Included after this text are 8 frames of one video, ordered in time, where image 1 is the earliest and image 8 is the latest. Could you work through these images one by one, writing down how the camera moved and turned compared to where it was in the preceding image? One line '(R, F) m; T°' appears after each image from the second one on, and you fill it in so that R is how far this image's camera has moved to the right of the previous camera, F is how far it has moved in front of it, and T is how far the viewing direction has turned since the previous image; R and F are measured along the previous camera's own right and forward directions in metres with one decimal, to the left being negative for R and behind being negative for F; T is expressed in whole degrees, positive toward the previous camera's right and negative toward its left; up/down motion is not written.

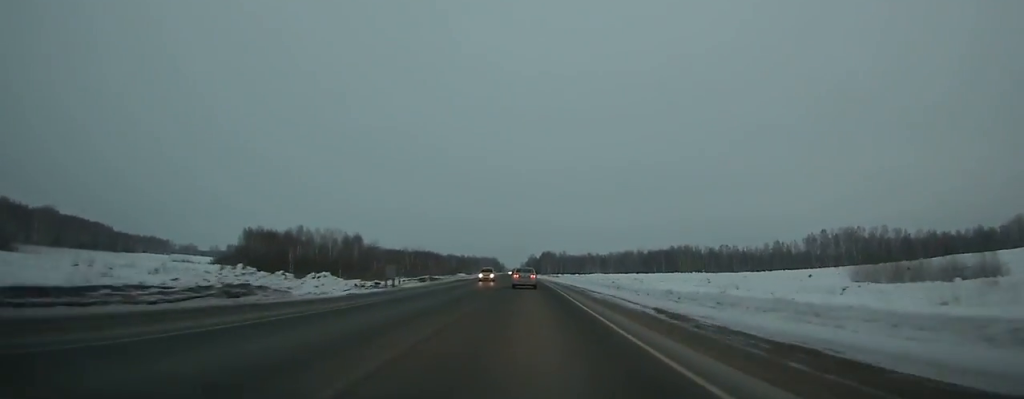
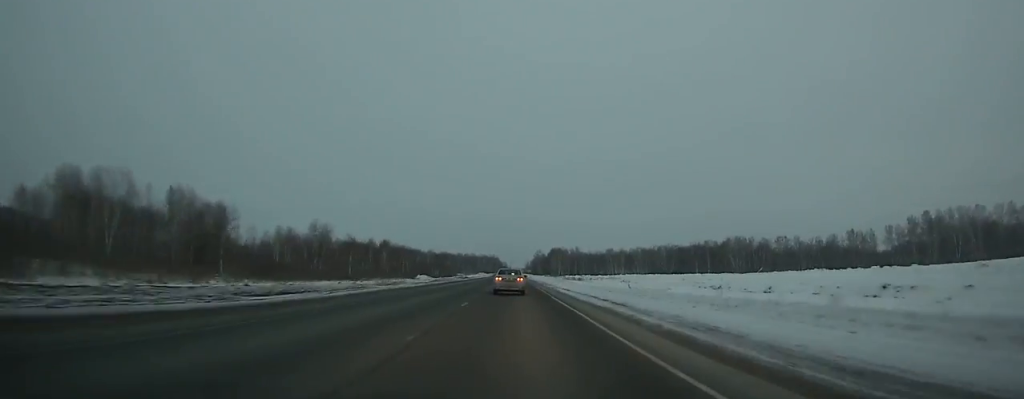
(-0.9, +88.0) m; -1°
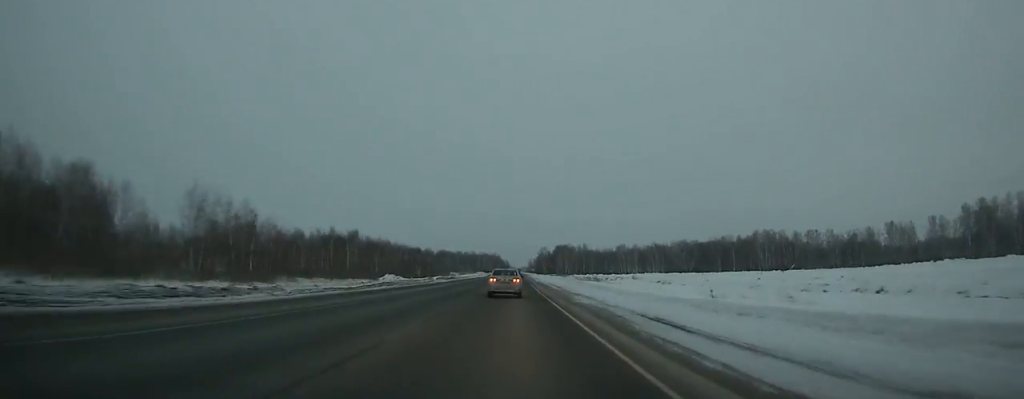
(-0.1, +32.7) m; 0°
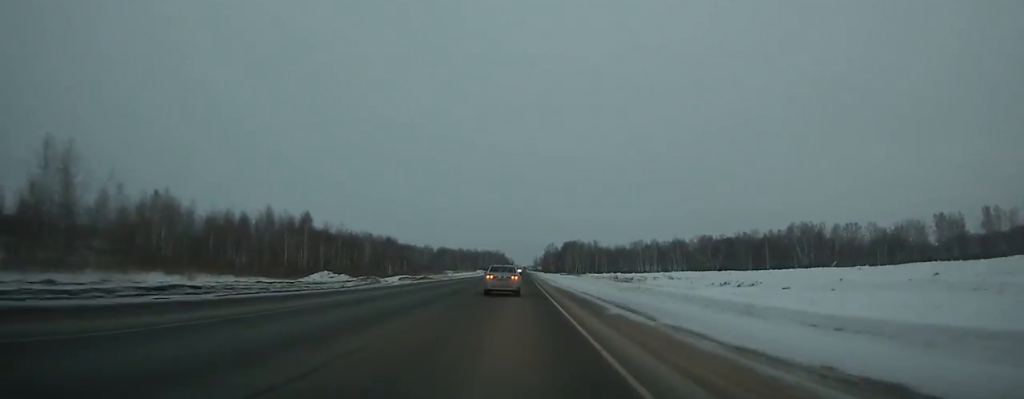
(-0.2, +34.4) m; 0°
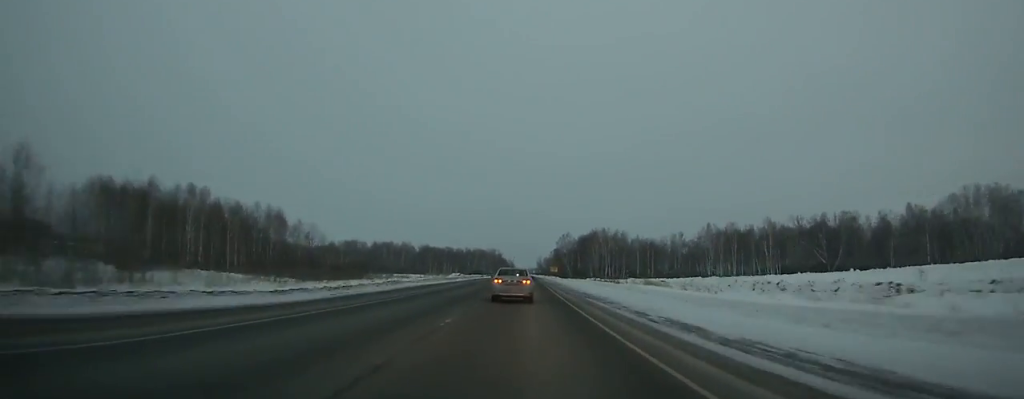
(+0.2, +101.5) m; 0°
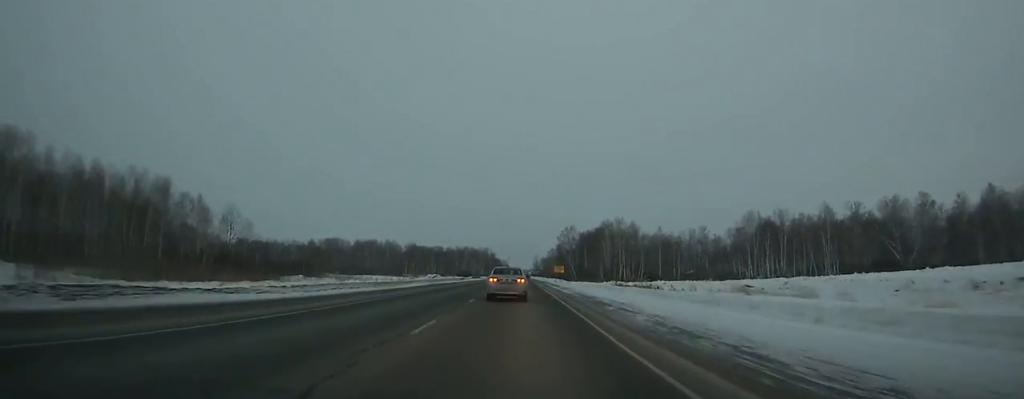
(+0.1, +37.9) m; 0°
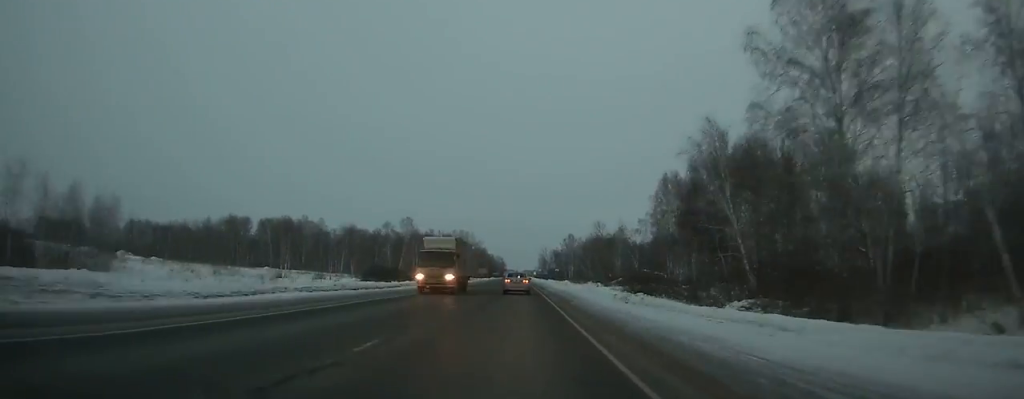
(-0.1, +159.3) m; 0°
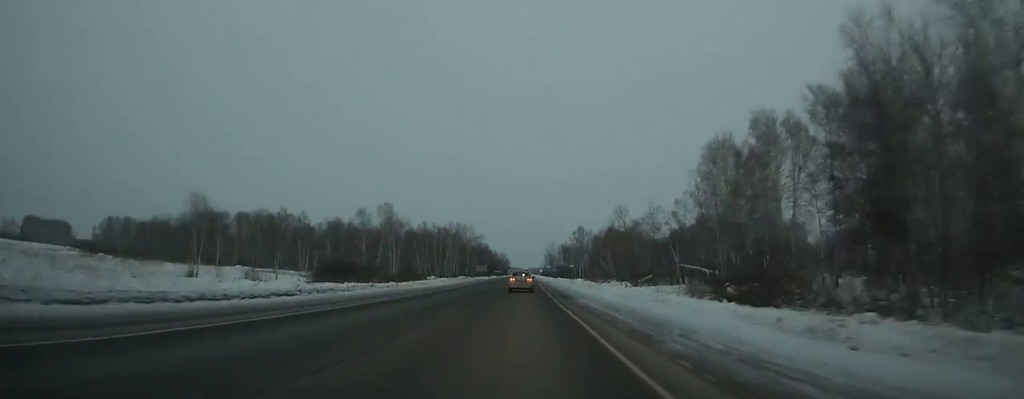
(-0.1, +27.6) m; 0°
